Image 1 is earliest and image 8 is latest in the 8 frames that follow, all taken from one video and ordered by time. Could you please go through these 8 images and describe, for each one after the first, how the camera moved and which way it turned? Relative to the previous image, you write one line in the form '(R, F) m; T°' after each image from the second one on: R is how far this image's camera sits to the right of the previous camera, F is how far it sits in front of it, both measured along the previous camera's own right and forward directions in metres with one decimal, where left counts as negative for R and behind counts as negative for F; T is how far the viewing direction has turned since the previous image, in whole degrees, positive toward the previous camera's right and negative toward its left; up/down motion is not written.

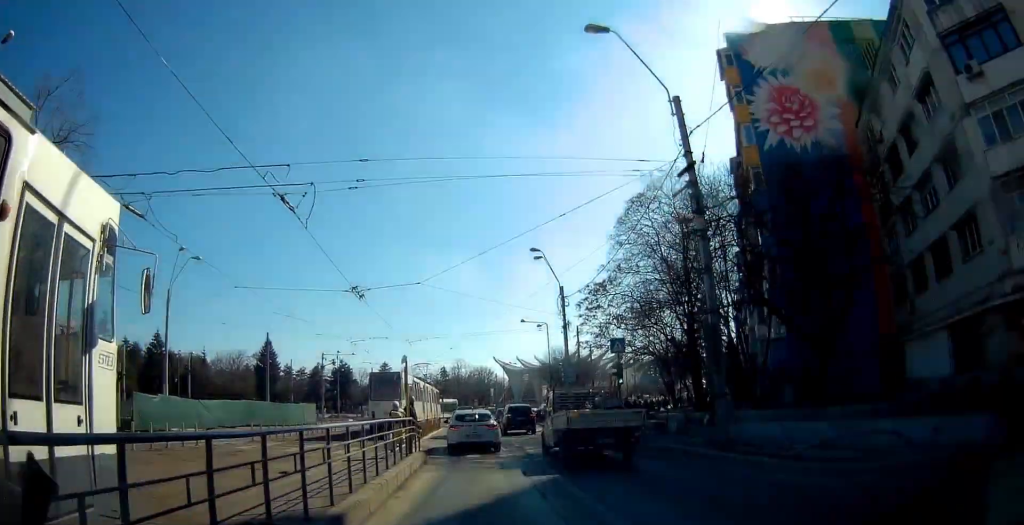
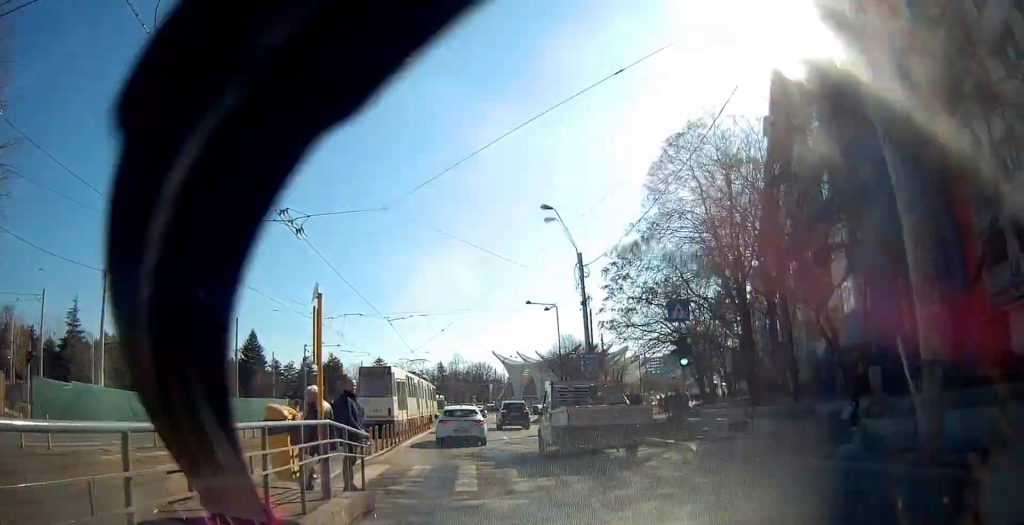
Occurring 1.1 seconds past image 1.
(+0.1, +7.9) m; +1°
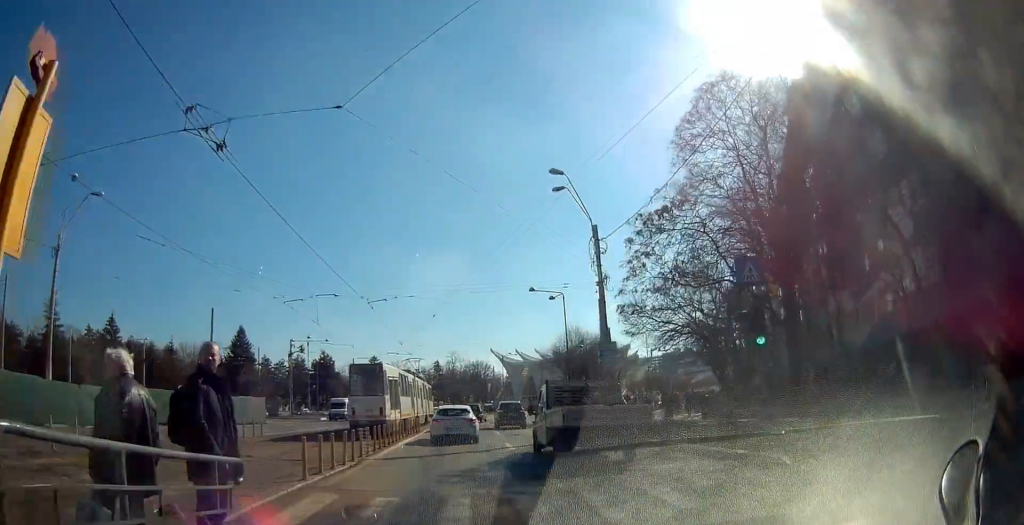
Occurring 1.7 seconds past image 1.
(0.0, +5.1) m; -1°
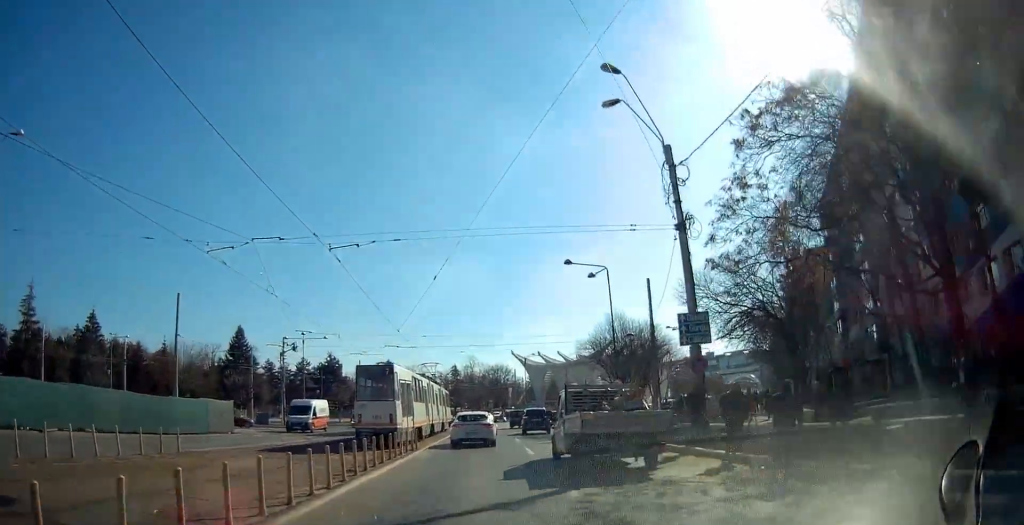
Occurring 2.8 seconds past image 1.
(-0.4, +9.6) m; -4°
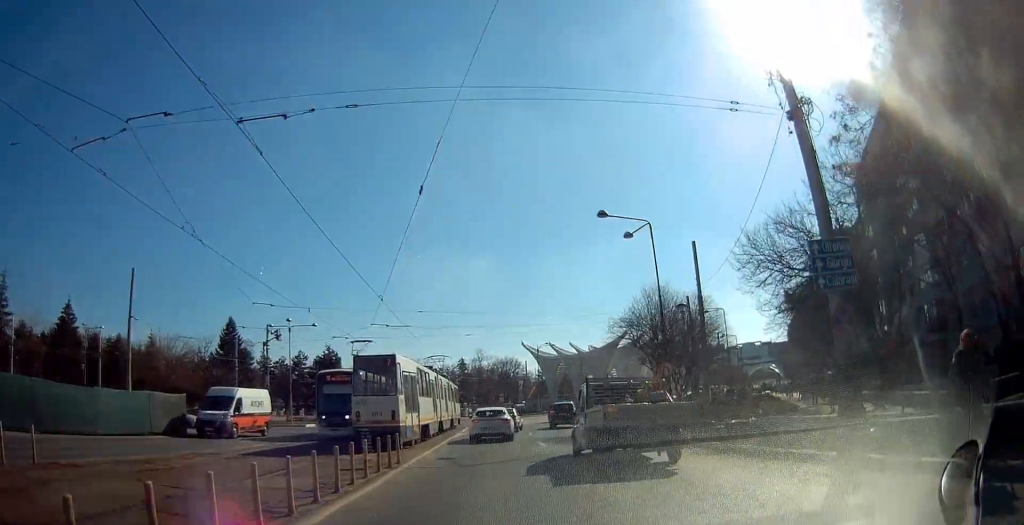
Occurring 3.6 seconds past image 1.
(-0.2, +7.4) m; -1°
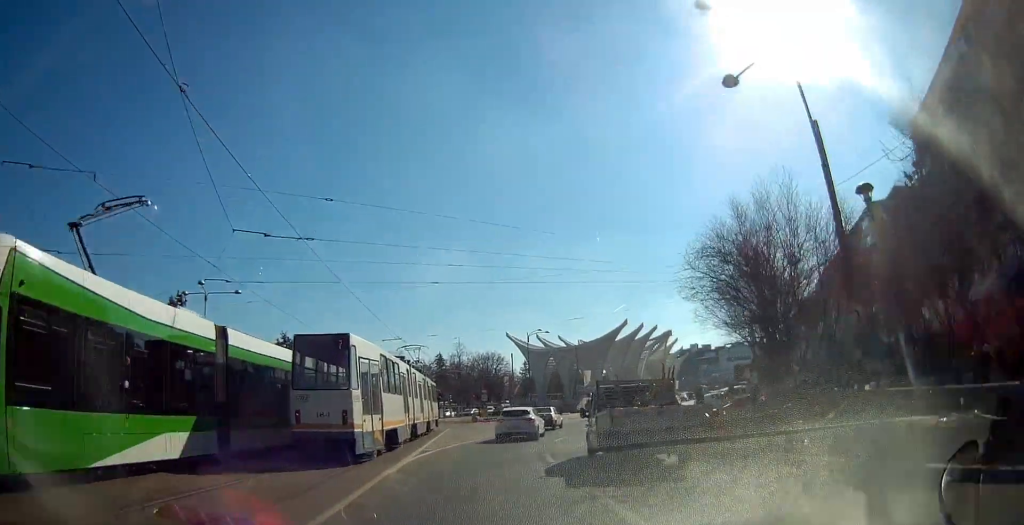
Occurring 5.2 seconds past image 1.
(+0.6, +15.3) m; +2°
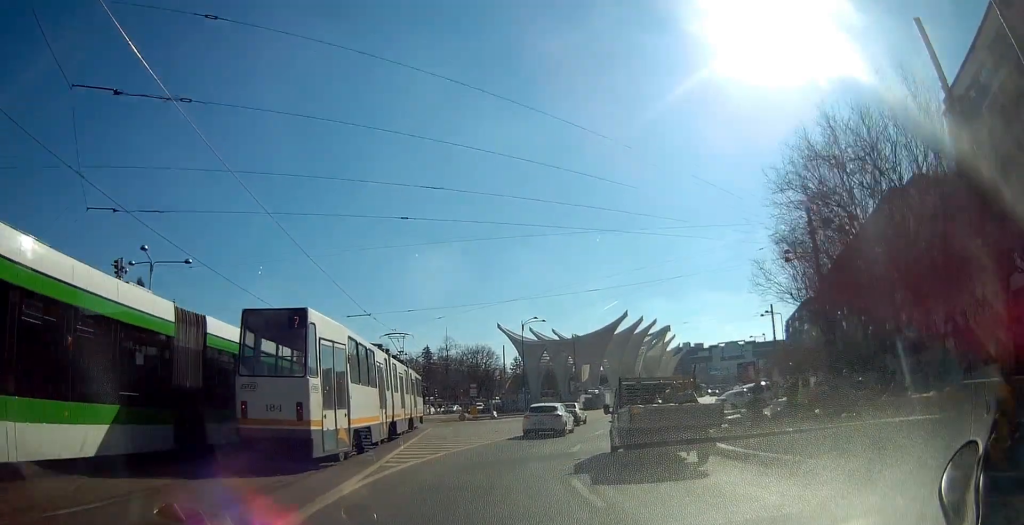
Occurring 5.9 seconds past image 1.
(-0.1, +6.8) m; +1°
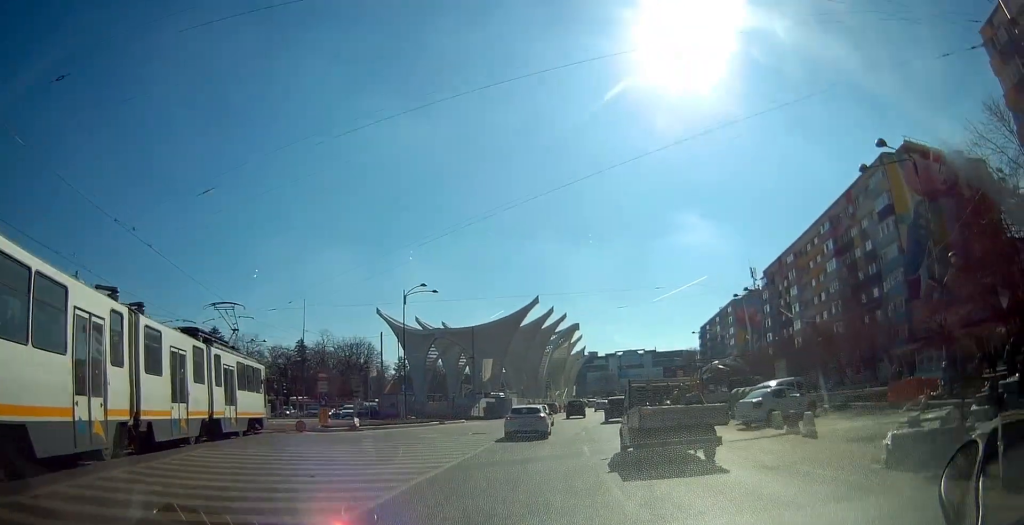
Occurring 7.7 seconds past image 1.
(+1.3, +18.5) m; +10°
